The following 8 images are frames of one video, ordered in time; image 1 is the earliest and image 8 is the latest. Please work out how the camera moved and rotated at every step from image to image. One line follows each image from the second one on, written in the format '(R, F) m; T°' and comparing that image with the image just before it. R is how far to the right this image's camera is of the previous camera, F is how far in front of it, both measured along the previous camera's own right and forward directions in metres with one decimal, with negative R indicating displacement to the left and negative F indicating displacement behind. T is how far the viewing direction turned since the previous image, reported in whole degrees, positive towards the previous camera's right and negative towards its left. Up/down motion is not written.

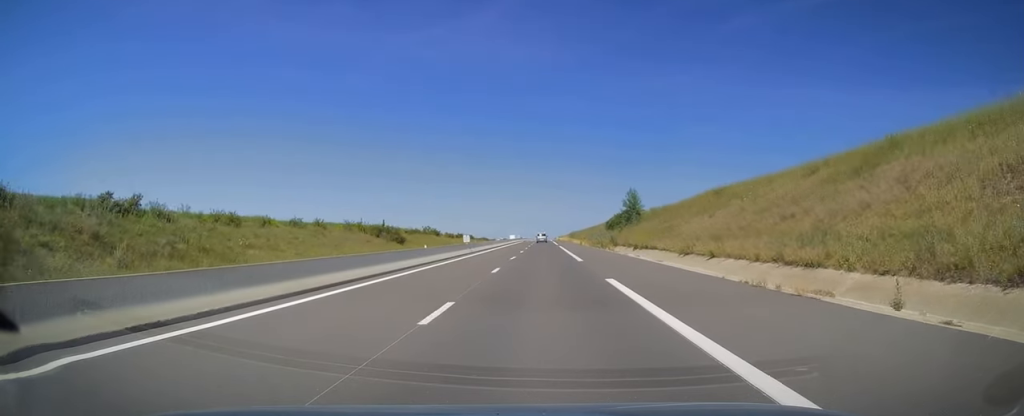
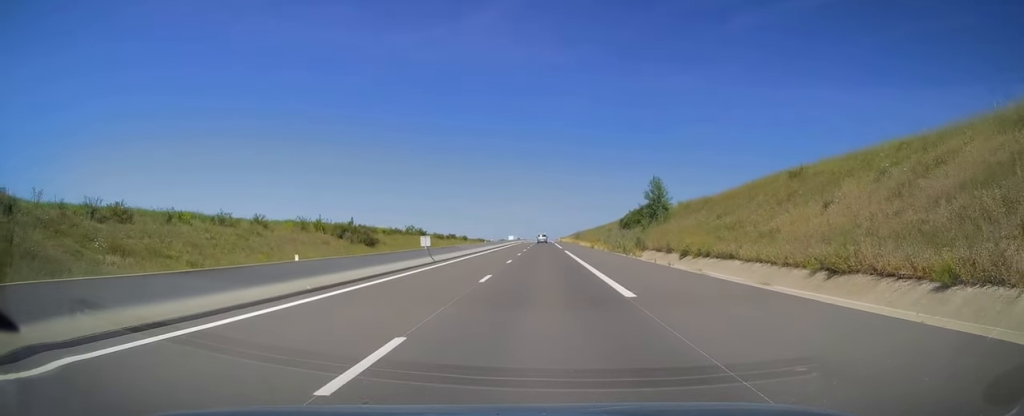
(+0.2, +17.2) m; 0°
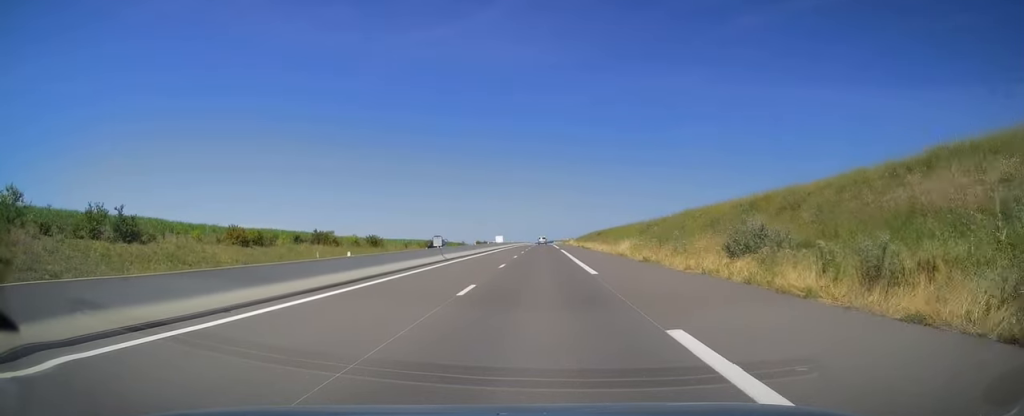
(-0.4, +95.8) m; 0°
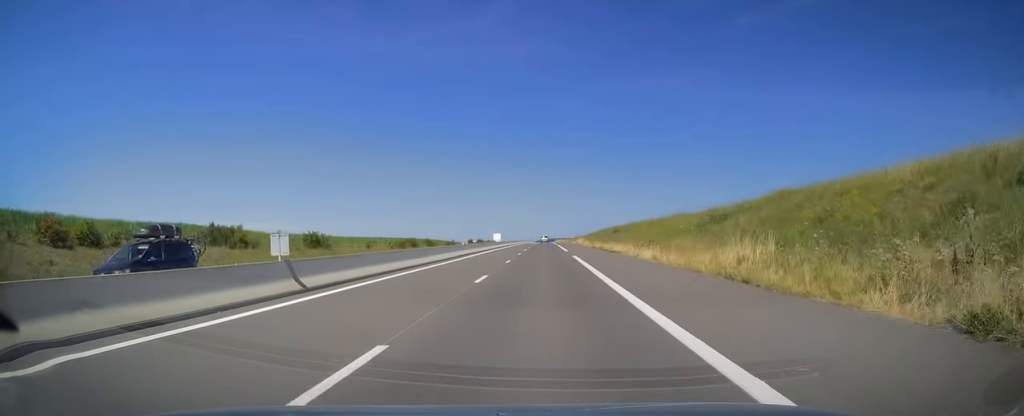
(-0.2, +22.7) m; 0°
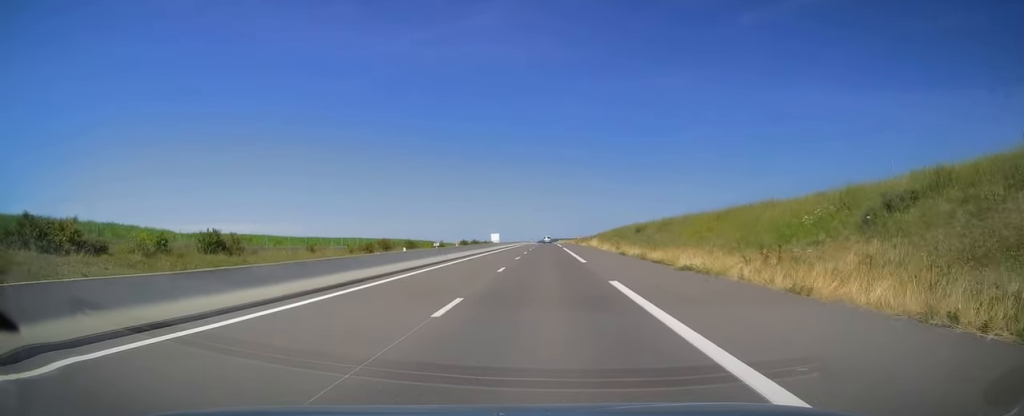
(0.0, +20.2) m; 0°
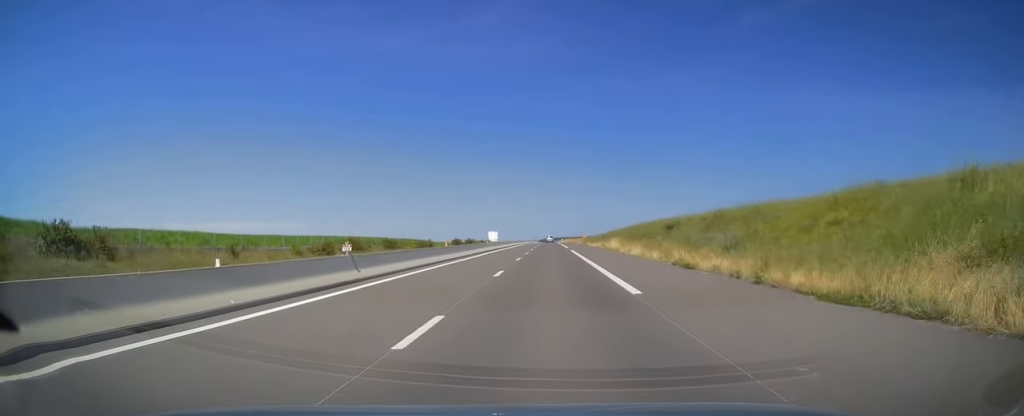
(0.0, +16.3) m; 0°
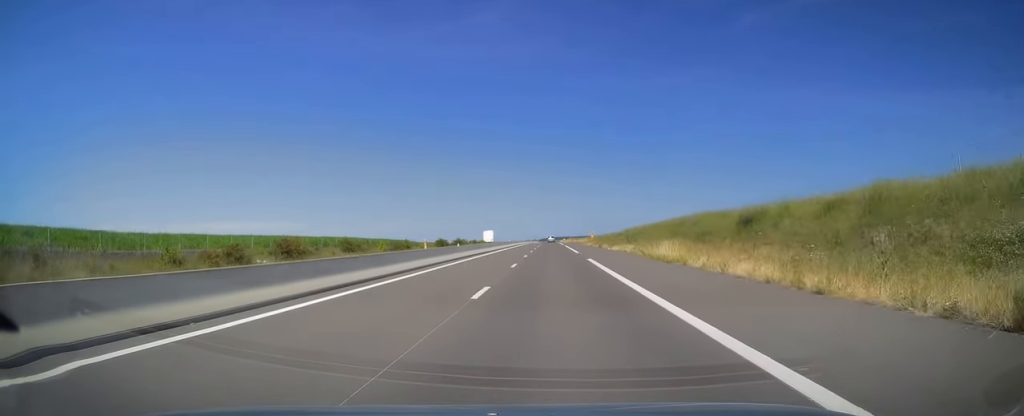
(-0.1, +20.2) m; 0°
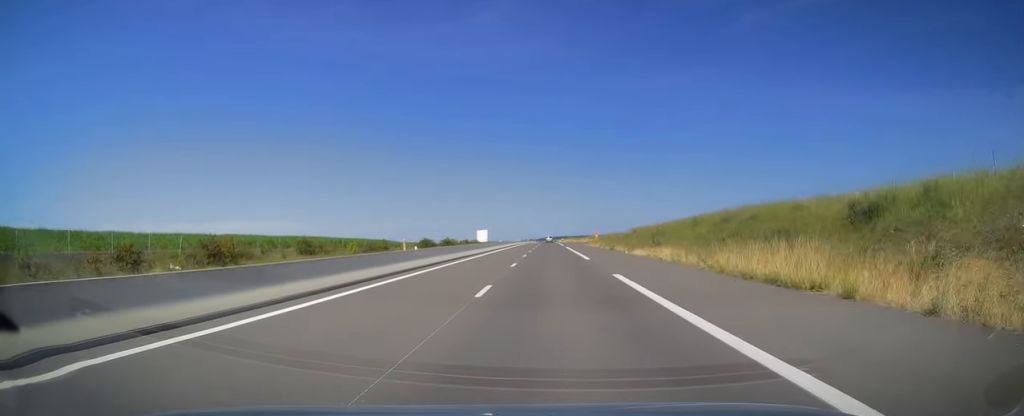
(+0.1, +12.8) m; 0°
